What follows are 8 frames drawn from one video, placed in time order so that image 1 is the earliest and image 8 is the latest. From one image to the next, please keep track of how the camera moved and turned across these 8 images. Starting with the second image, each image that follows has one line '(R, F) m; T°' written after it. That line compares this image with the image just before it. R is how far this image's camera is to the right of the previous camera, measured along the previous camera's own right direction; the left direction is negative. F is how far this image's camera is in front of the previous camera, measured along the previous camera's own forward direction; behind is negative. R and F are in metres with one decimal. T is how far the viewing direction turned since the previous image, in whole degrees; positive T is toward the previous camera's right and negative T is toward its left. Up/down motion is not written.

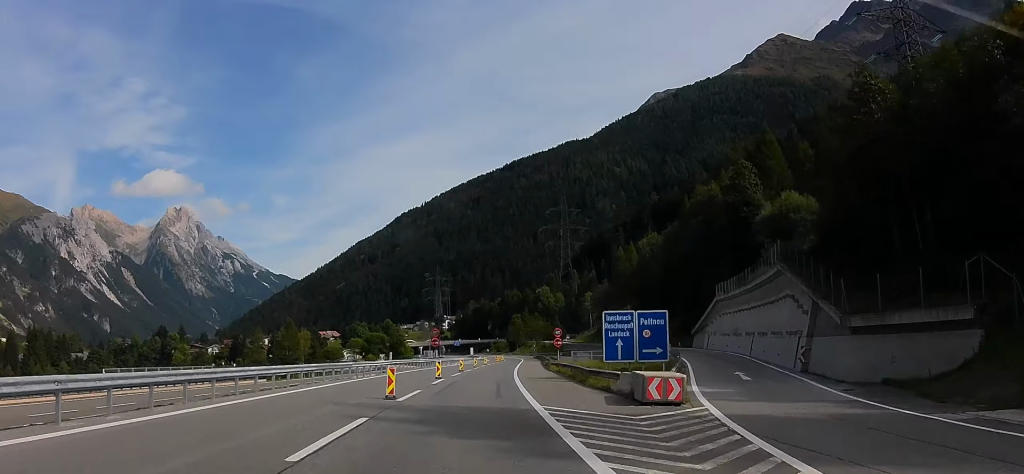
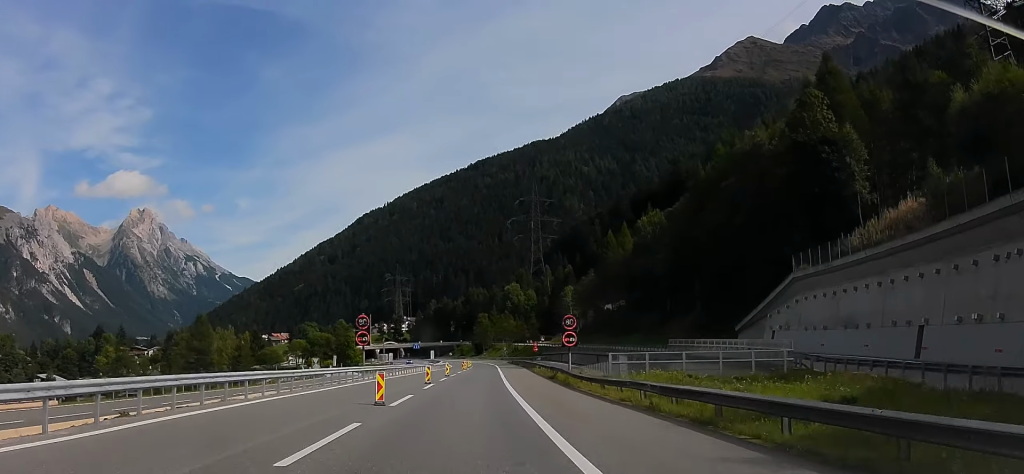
(+1.1, +36.3) m; +3°
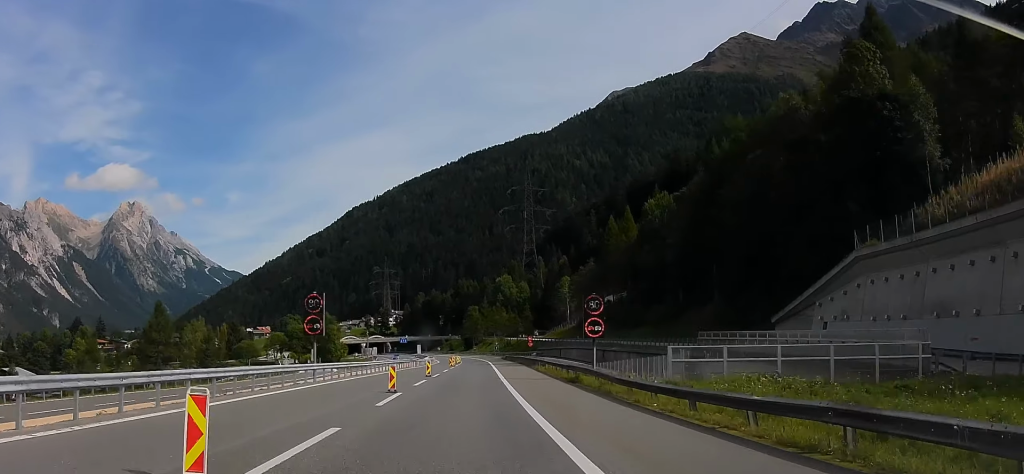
(+0.2, +14.1) m; +1°
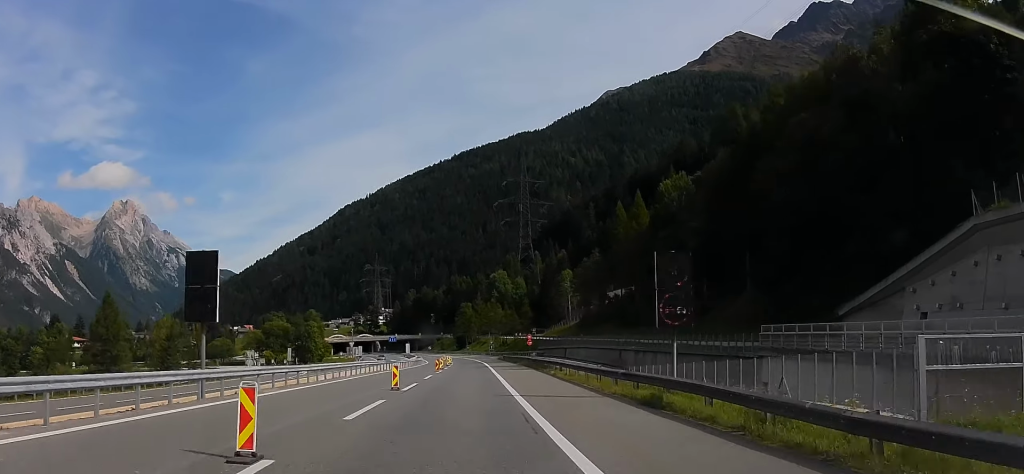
(-0.1, +16.2) m; +1°
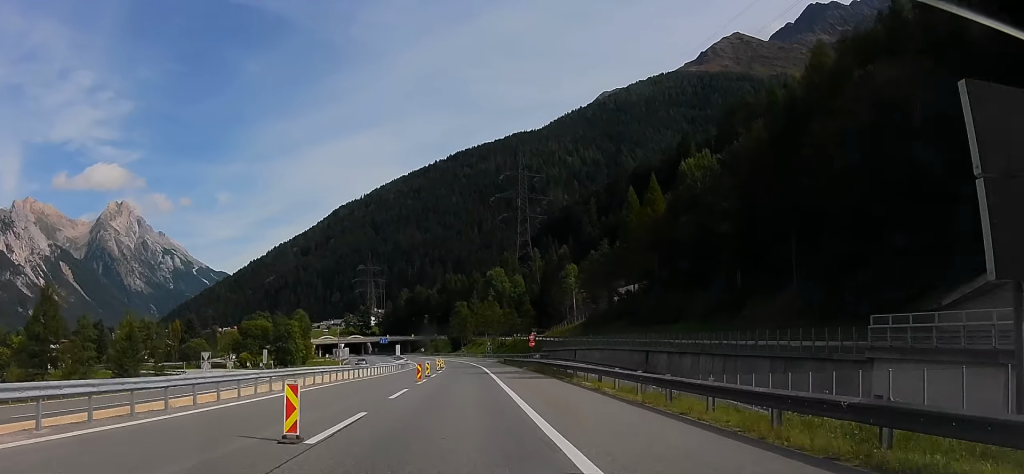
(+0.5, +15.4) m; -1°
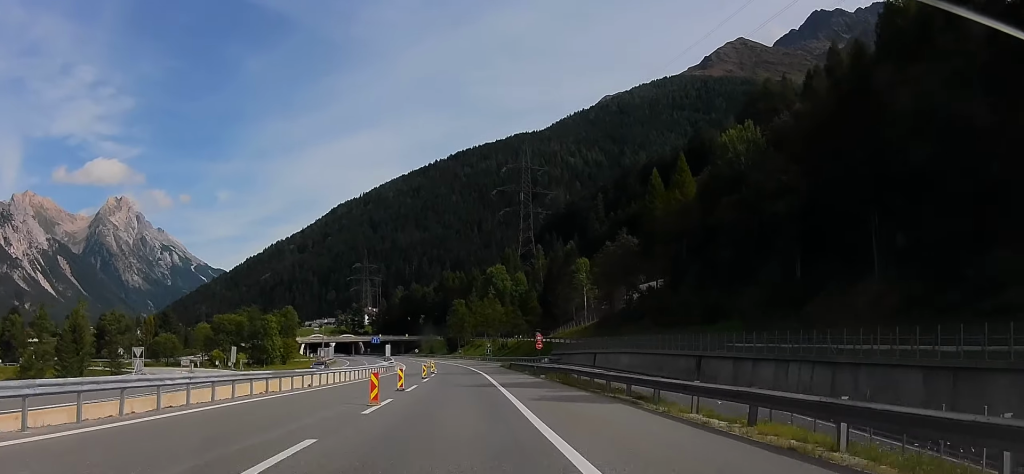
(-0.2, +17.5) m; -1°
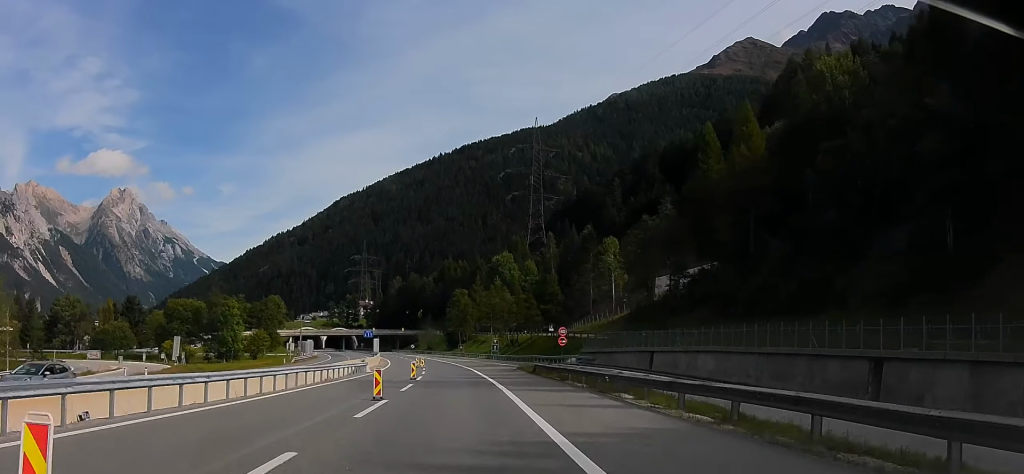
(0.0, +25.5) m; 0°
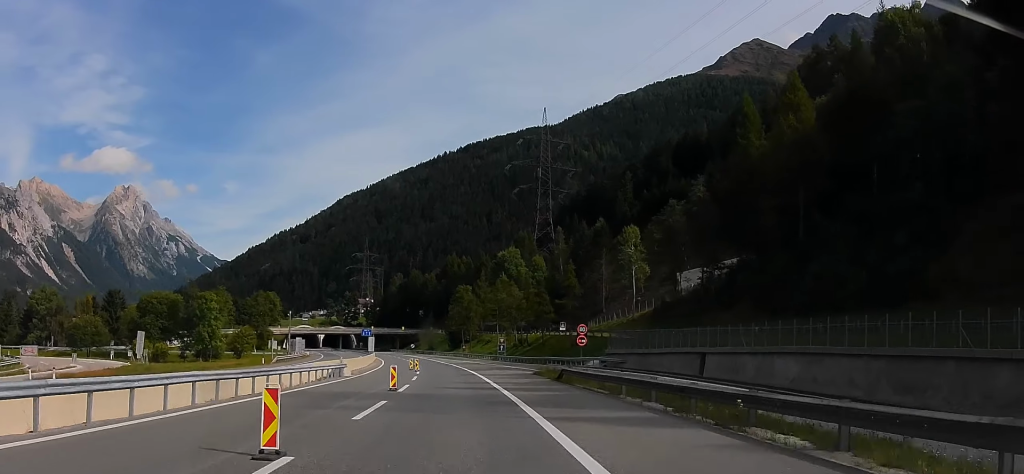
(+0.4, +12.4) m; 0°
